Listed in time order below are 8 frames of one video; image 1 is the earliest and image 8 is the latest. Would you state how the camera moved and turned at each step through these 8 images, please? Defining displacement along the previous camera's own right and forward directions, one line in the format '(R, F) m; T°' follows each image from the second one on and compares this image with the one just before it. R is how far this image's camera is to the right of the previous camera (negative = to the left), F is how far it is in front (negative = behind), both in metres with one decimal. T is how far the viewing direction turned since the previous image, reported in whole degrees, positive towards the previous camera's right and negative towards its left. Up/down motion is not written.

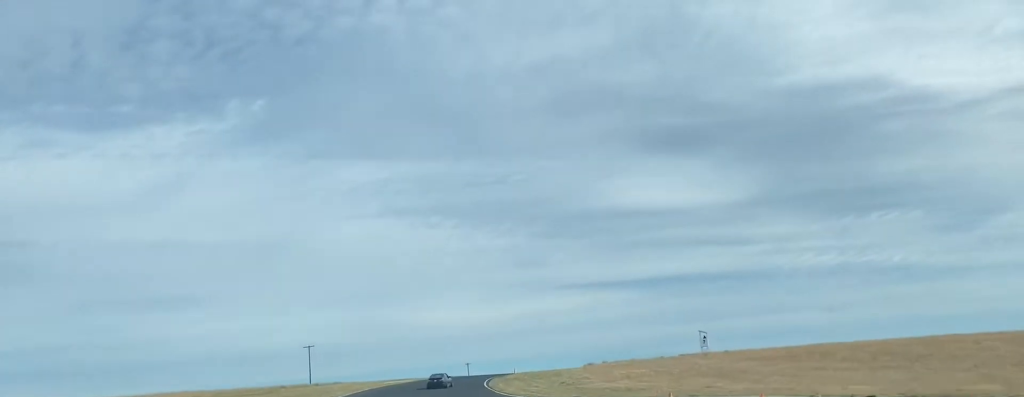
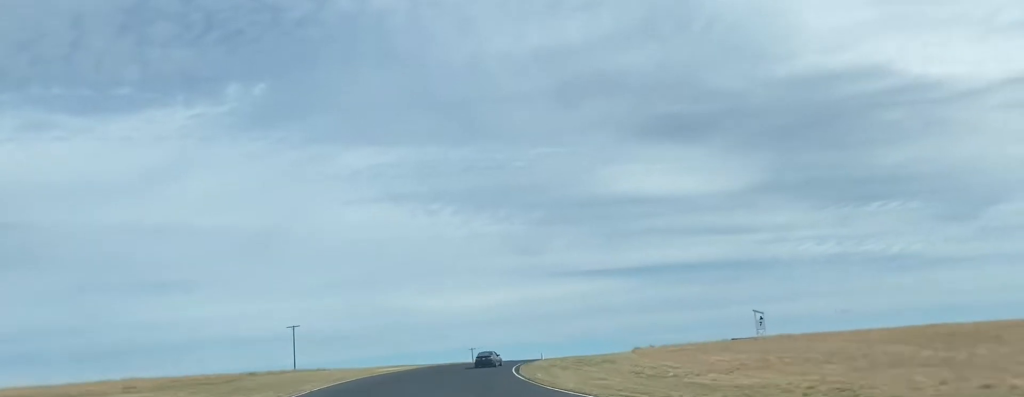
(-0.4, +21.7) m; +1°
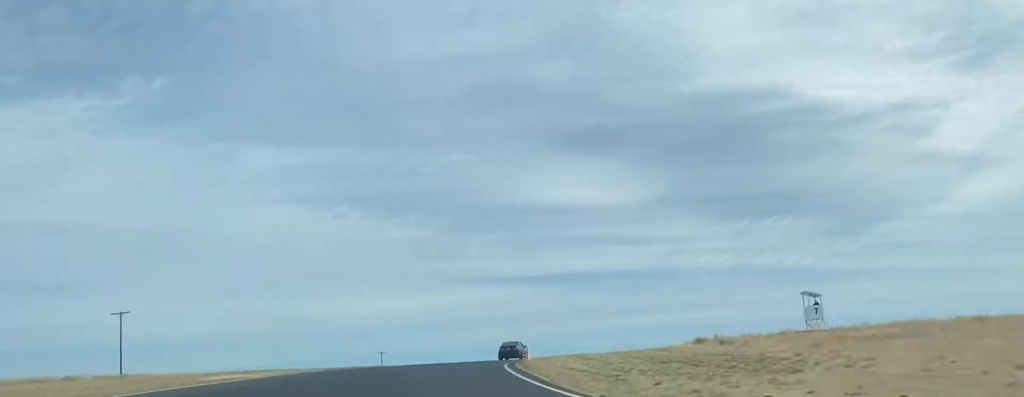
(+0.7, +41.6) m; +6°
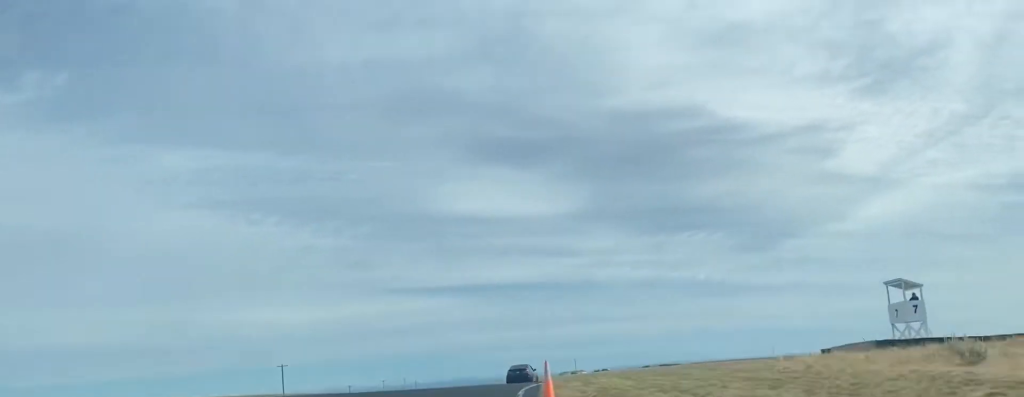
(+0.9, +28.9) m; +7°
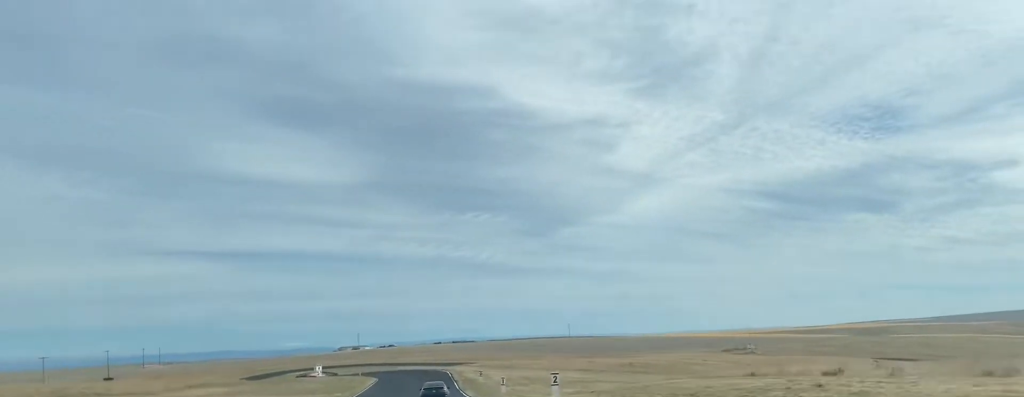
(+9.9, +55.3) m; +16°
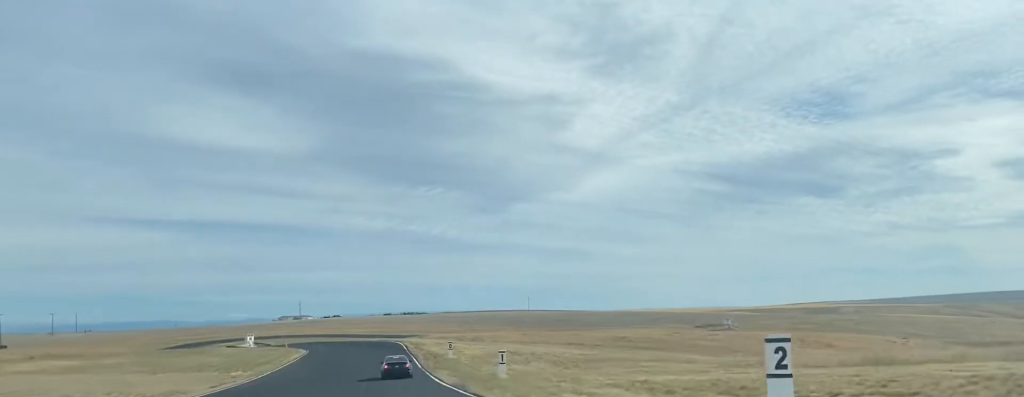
(+2.1, +31.9) m; +4°
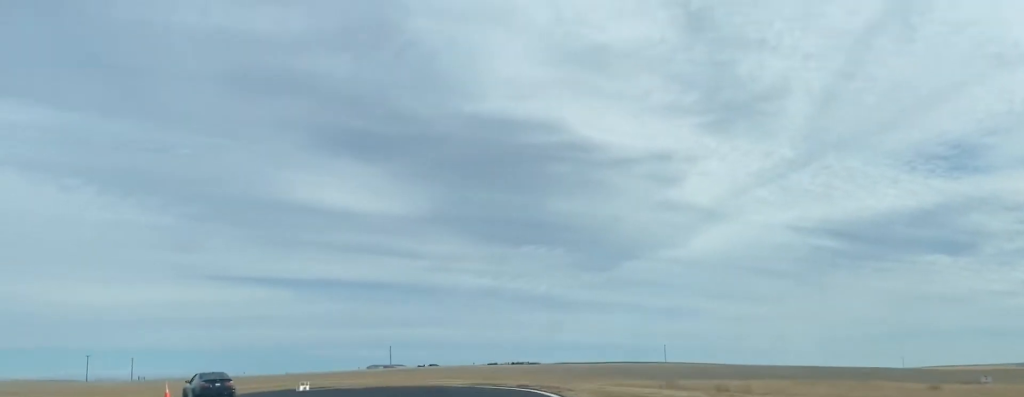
(-3.7, +83.0) m; -16°
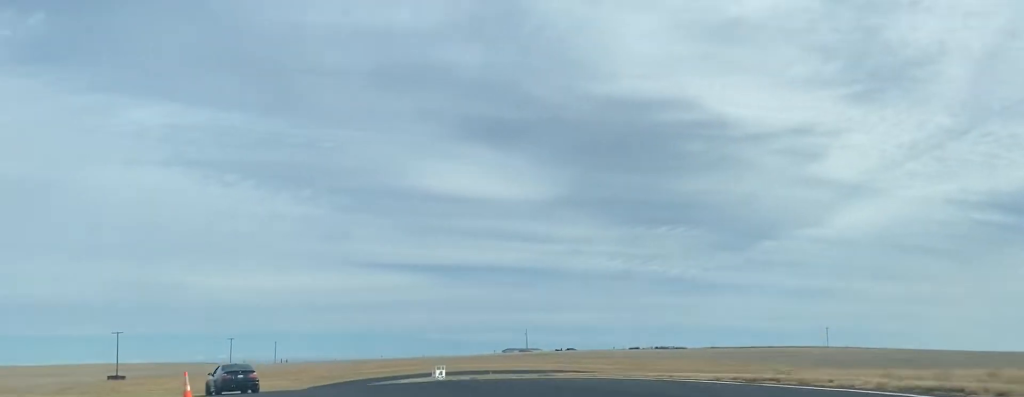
(-0.9, +19.5) m; -10°
